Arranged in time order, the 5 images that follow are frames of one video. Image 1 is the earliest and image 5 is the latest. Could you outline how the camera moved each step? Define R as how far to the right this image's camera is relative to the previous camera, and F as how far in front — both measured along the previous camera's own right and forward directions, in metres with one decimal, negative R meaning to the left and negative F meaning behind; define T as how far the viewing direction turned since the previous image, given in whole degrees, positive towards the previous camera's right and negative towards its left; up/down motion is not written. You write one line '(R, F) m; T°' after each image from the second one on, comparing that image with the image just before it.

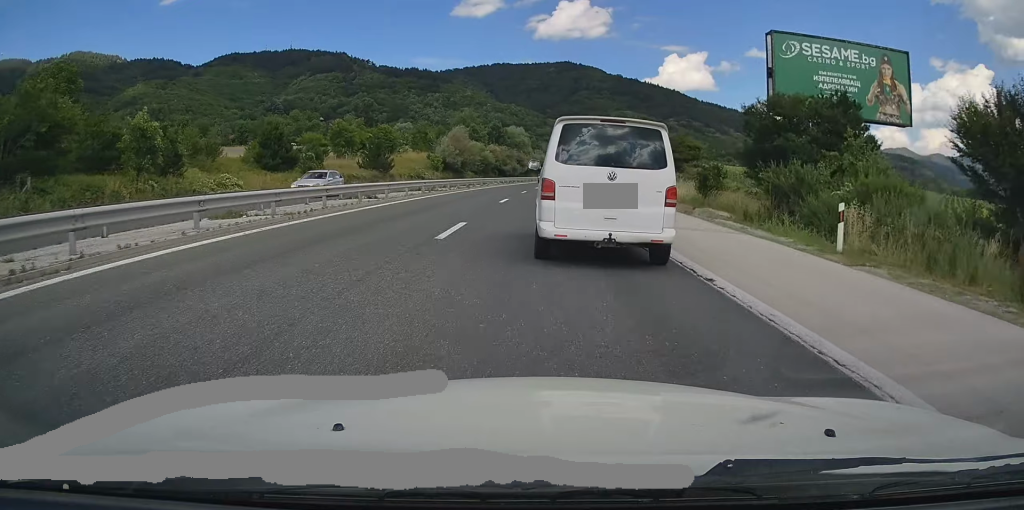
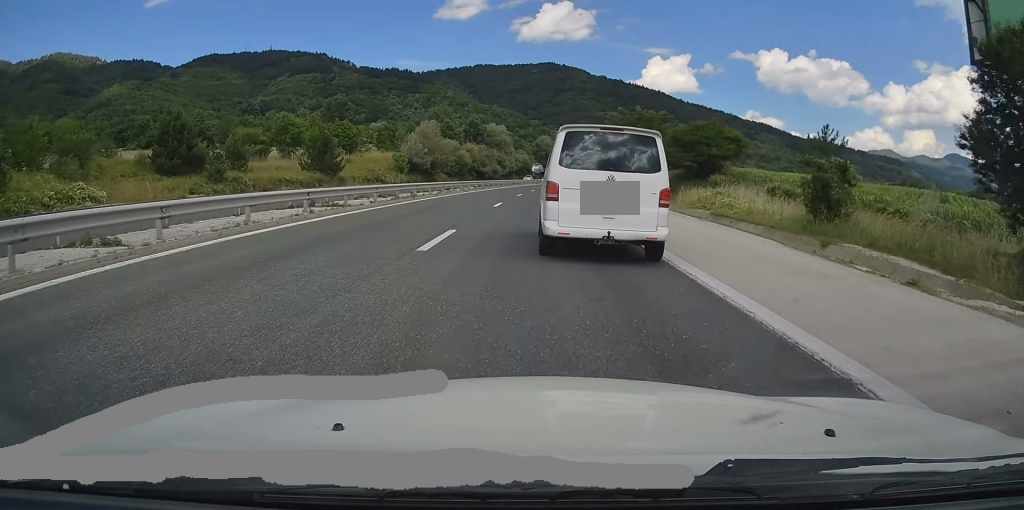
(0.0, +17.0) m; +1°
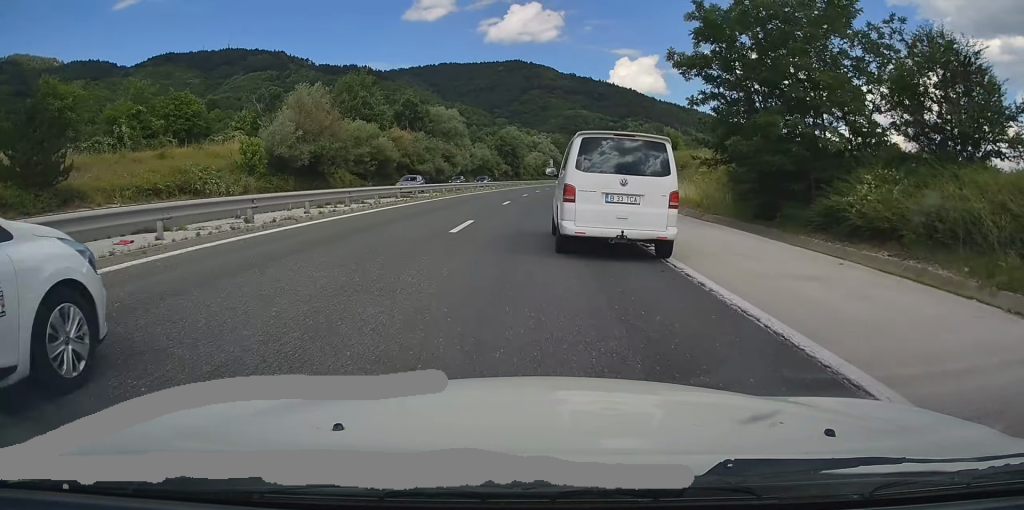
(+1.0, +42.0) m; +2°
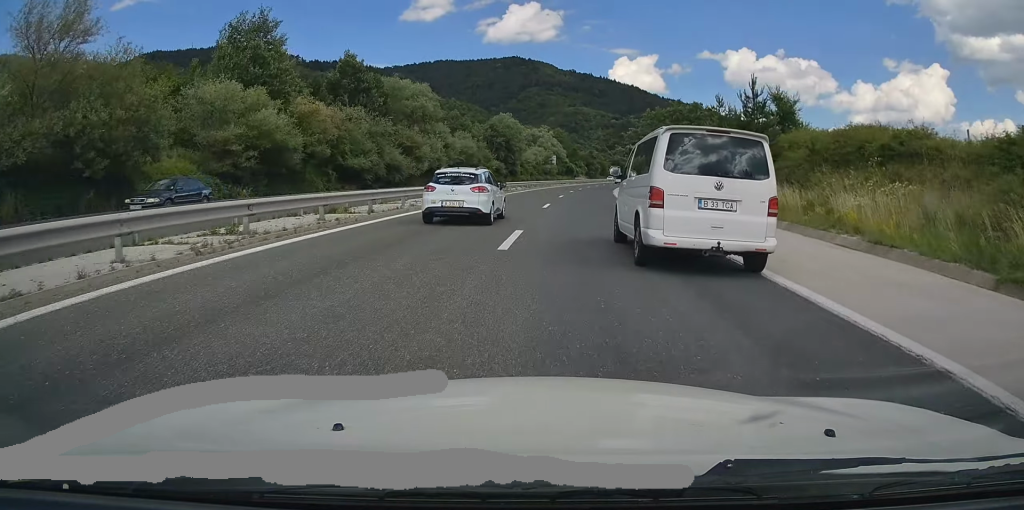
(+0.2, +33.4) m; 0°
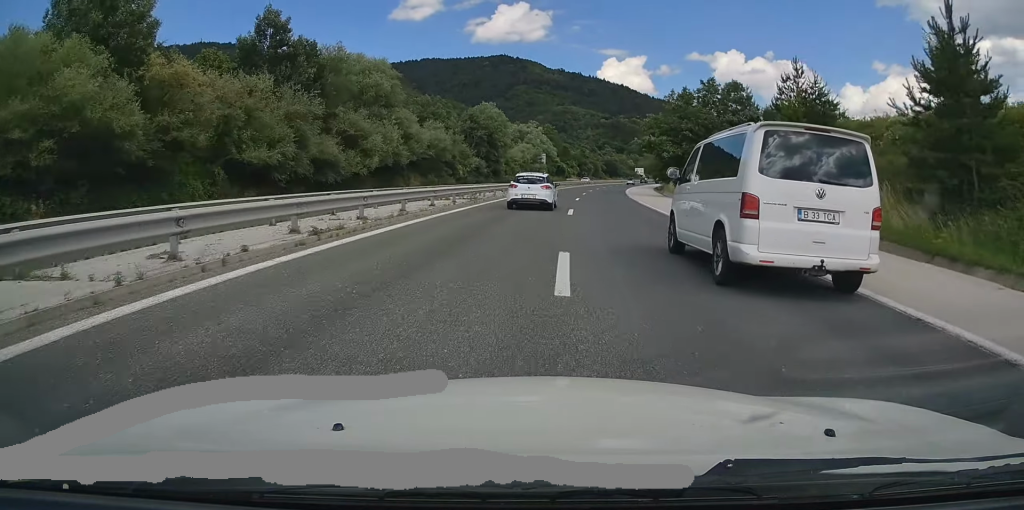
(-0.3, +19.5) m; +2°
